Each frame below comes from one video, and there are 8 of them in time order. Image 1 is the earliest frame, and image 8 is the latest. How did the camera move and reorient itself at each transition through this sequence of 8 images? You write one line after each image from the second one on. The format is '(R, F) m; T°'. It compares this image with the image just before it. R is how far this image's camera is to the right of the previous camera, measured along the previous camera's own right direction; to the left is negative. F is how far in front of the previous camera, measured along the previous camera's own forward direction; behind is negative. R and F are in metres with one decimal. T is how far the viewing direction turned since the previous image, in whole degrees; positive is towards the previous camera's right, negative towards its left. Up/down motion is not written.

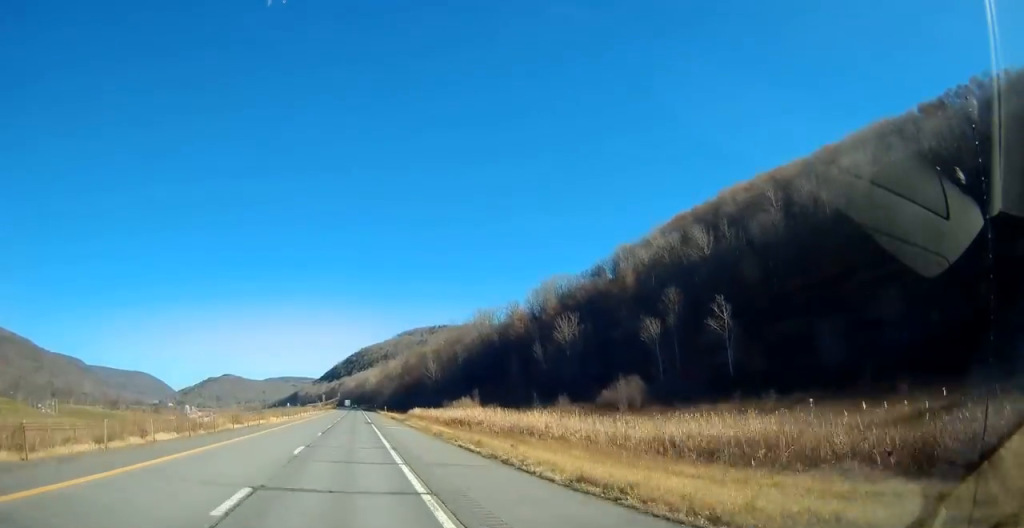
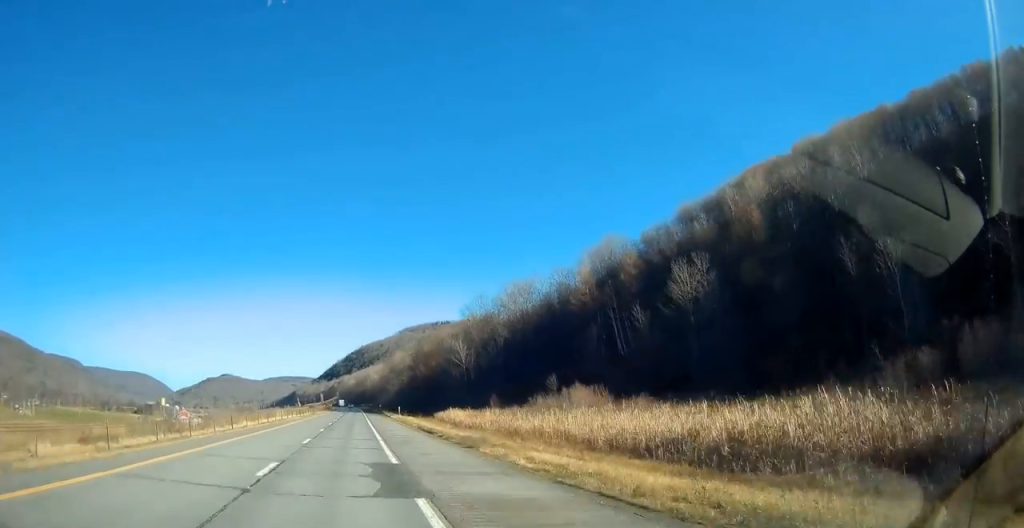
(+0.1, +42.7) m; 0°
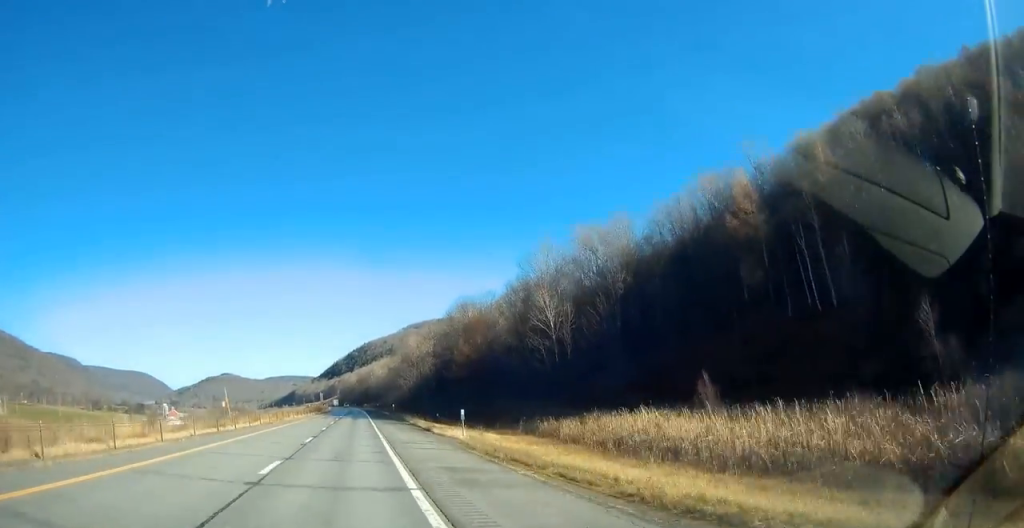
(+0.2, +48.0) m; 0°
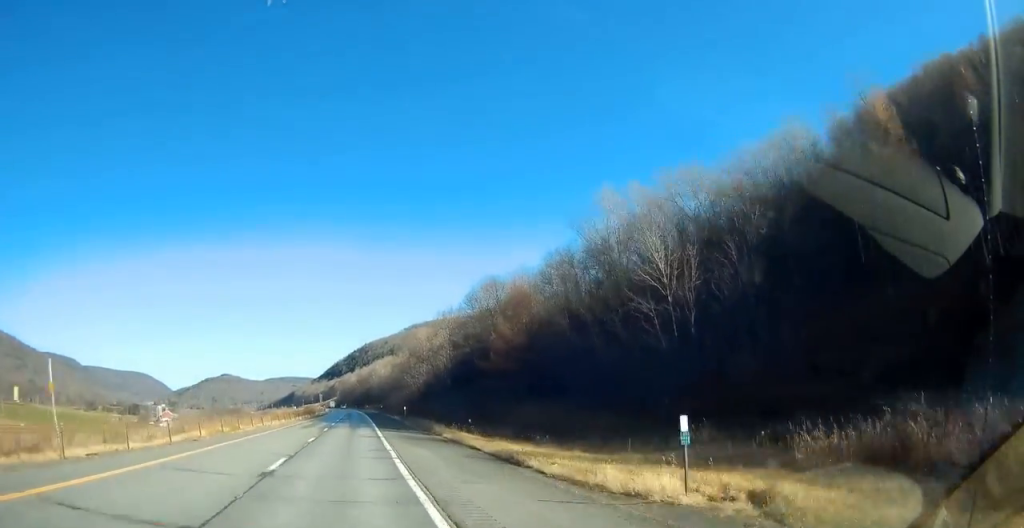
(-0.1, +23.1) m; -1°
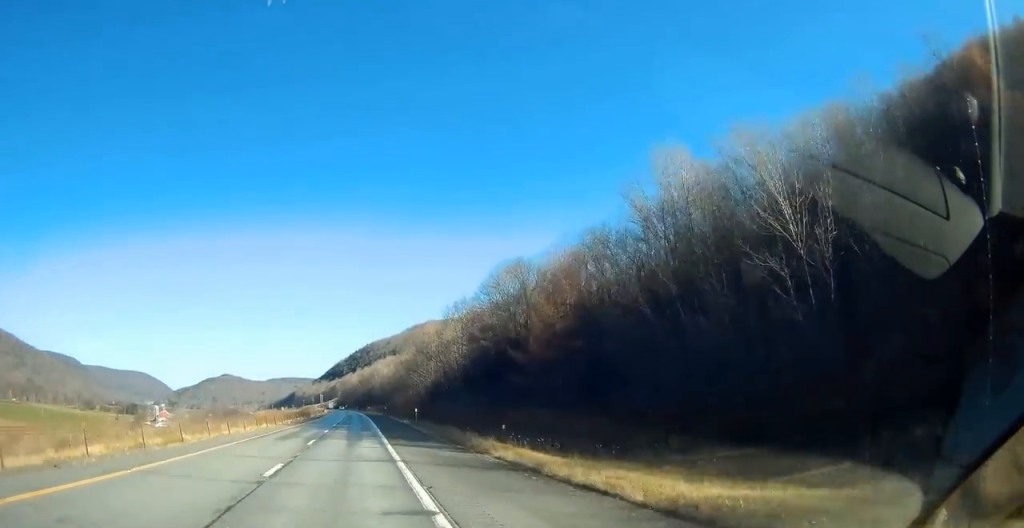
(-0.3, +13.1) m; 0°
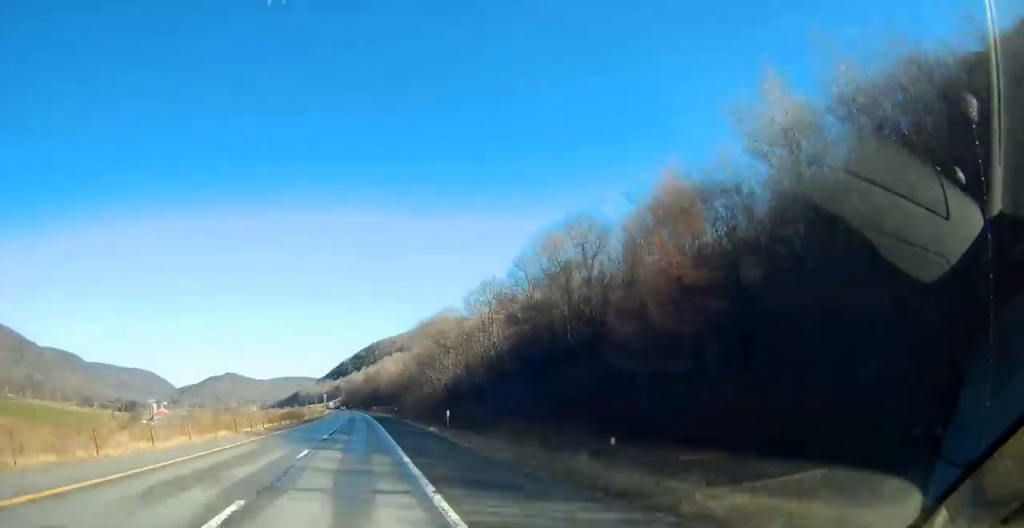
(+0.1, +19.1) m; 0°
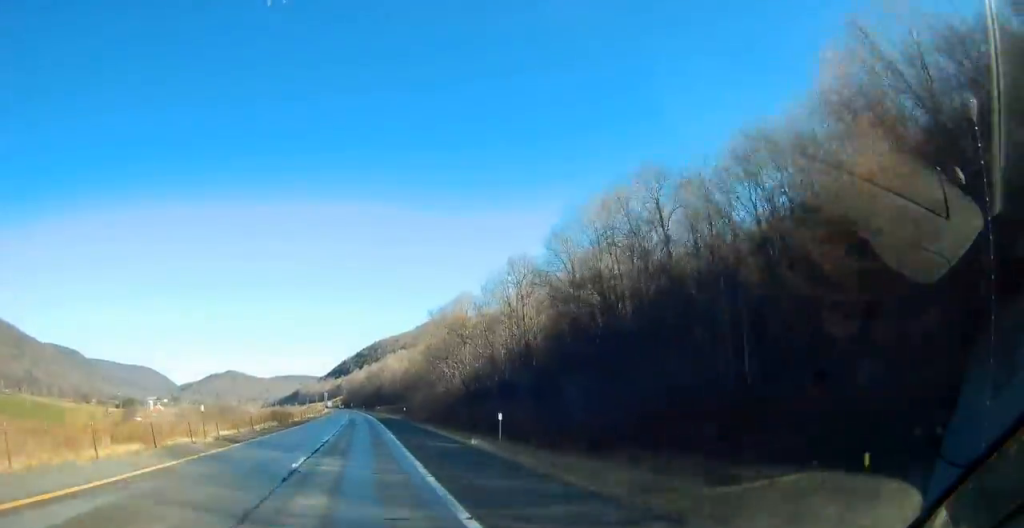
(+0.1, +15.1) m; 0°
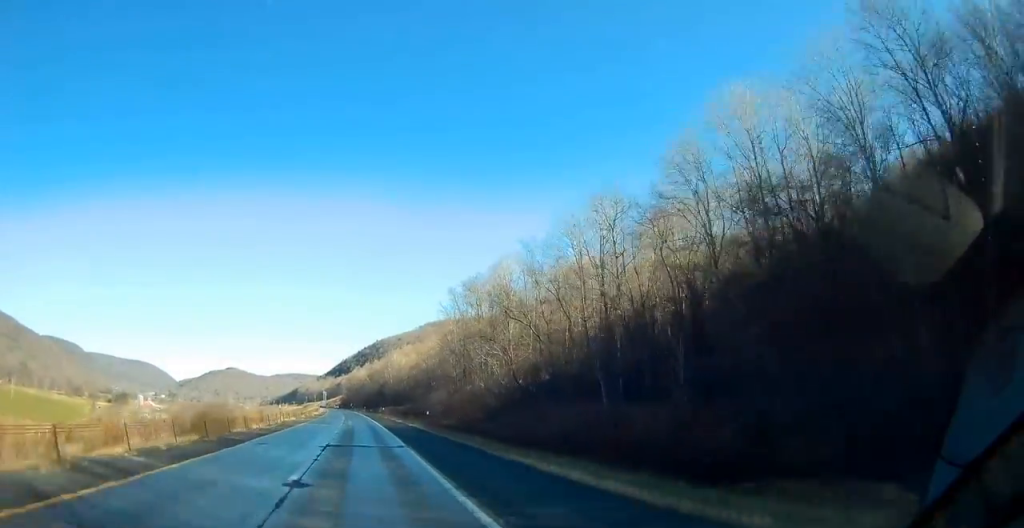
(-0.1, +27.2) m; 0°
